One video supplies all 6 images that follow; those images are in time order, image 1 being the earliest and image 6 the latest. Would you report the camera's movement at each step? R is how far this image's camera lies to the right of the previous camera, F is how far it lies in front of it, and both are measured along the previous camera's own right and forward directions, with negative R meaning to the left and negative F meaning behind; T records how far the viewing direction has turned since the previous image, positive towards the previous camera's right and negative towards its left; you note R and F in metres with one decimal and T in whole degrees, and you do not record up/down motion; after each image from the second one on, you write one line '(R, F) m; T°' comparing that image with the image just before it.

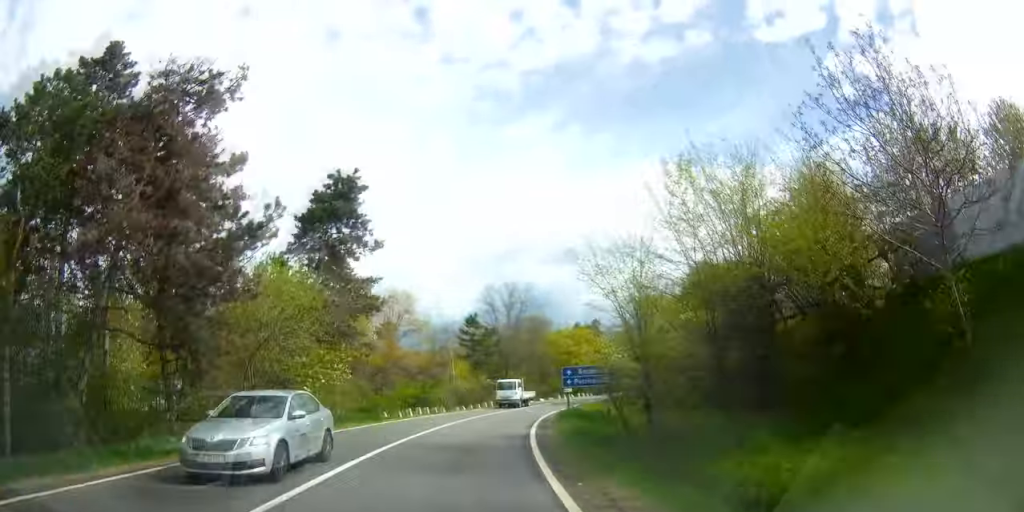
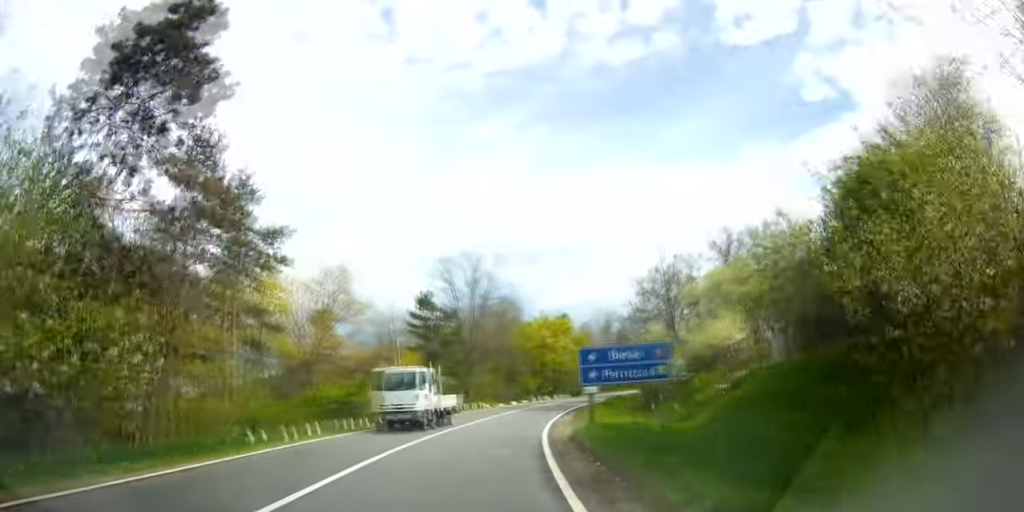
(-0.8, +13.4) m; -2°
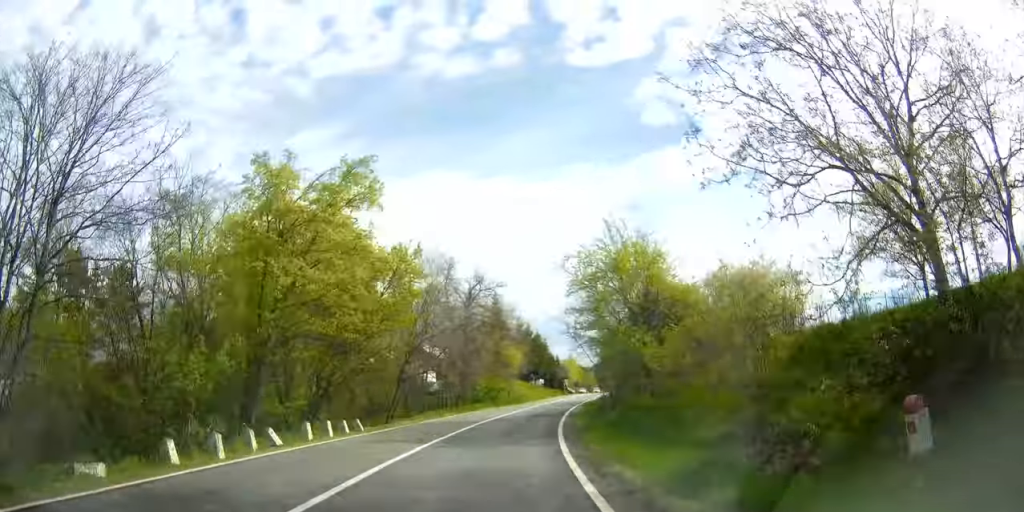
(+1.7, +52.2) m; +8°
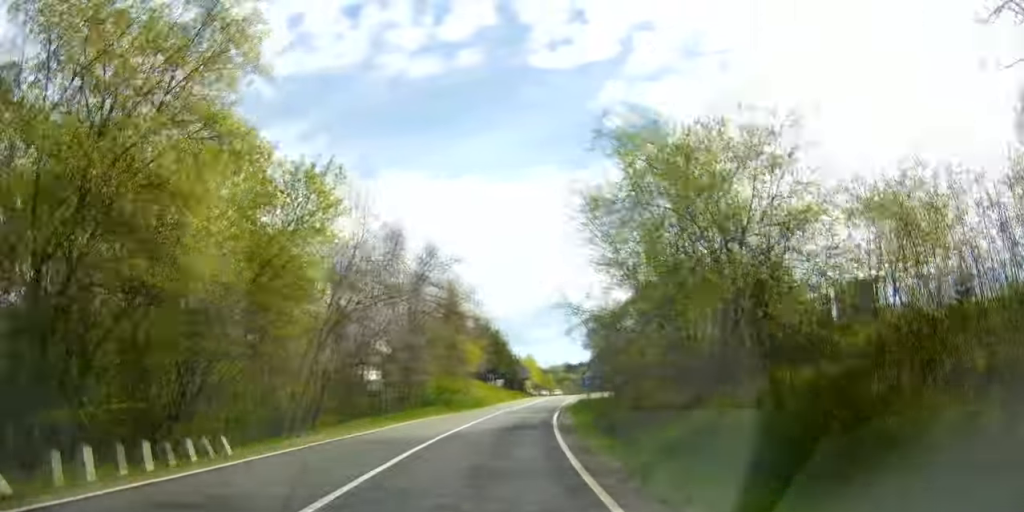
(+0.3, +11.1) m; +4°
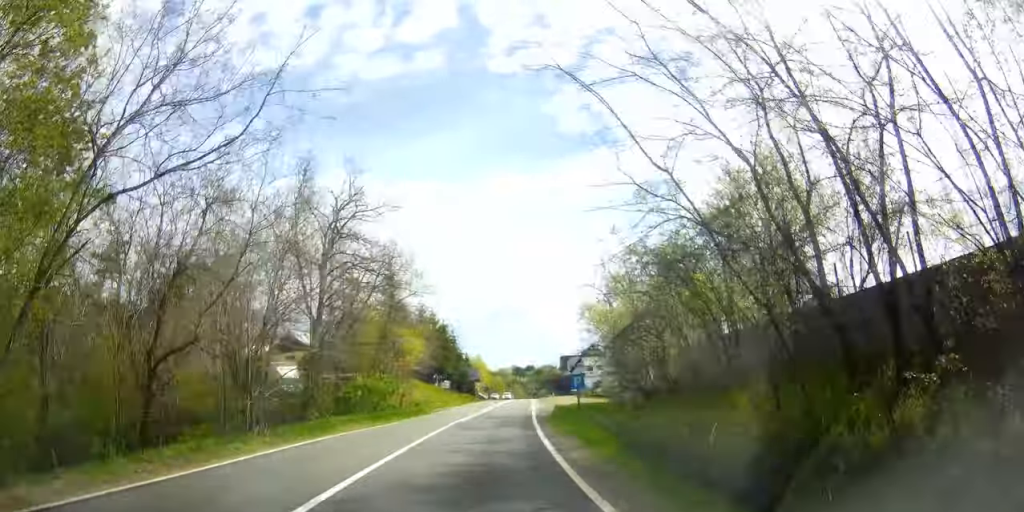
(+0.5, +13.0) m; +4°
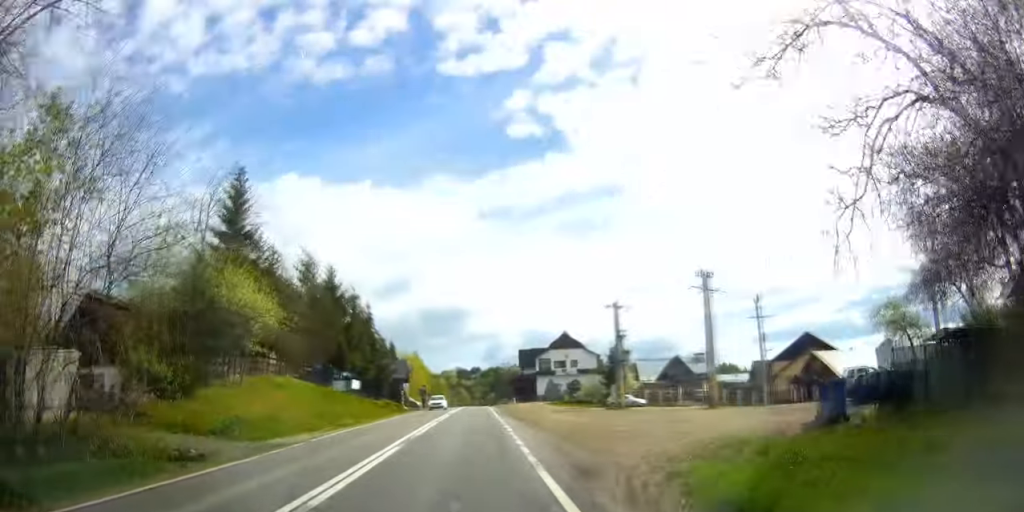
(+2.8, +32.3) m; +11°
